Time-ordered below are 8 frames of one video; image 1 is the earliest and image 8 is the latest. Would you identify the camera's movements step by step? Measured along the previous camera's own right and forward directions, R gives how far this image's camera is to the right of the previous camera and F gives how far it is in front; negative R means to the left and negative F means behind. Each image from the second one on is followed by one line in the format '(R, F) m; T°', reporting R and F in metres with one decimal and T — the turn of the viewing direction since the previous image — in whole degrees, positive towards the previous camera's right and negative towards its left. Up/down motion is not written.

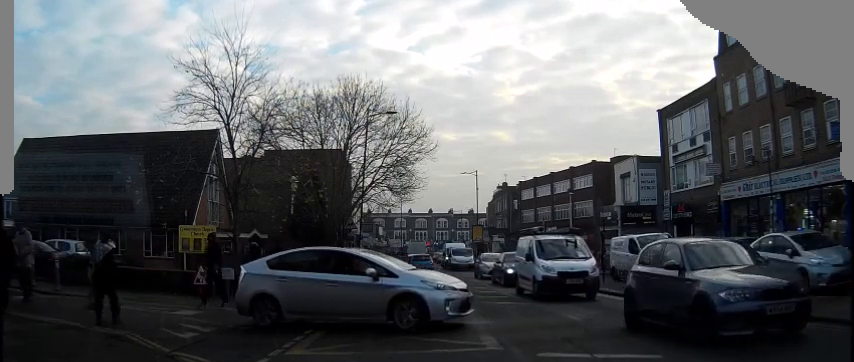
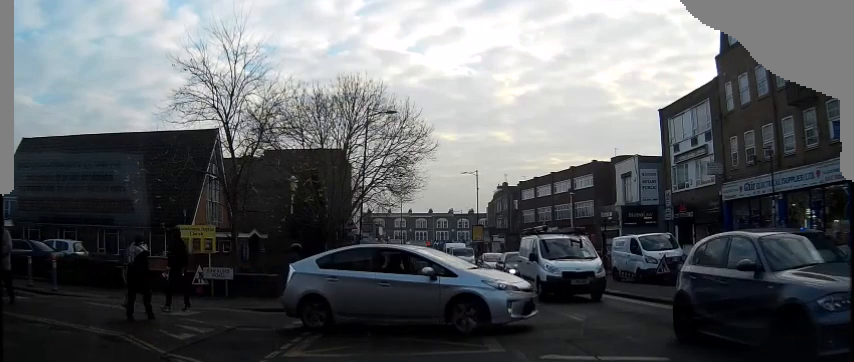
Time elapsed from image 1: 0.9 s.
(0.0, 0.0) m; 0°
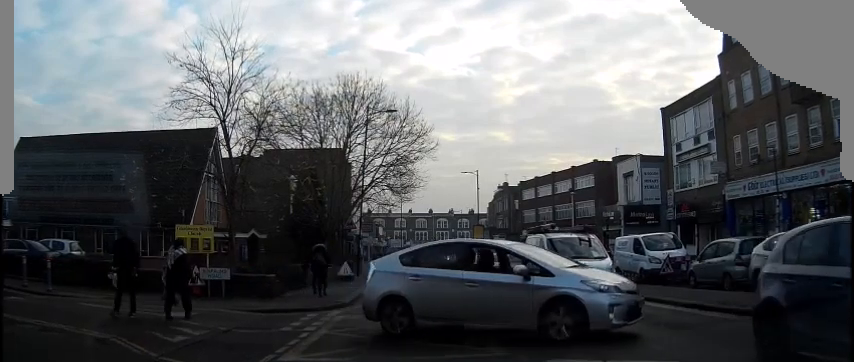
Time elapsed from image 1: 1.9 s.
(0.0, 0.0) m; 0°
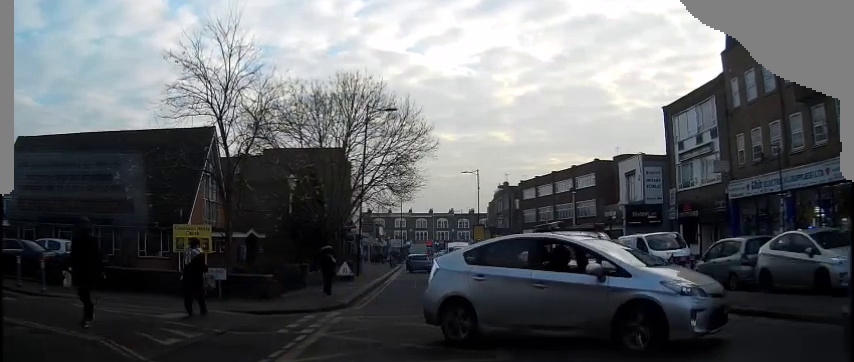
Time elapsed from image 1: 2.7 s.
(0.0, 0.0) m; 0°
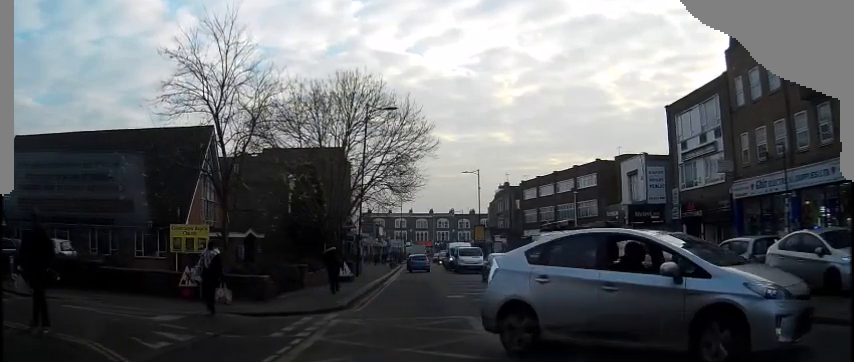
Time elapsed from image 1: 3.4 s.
(0.0, 0.0) m; 0°
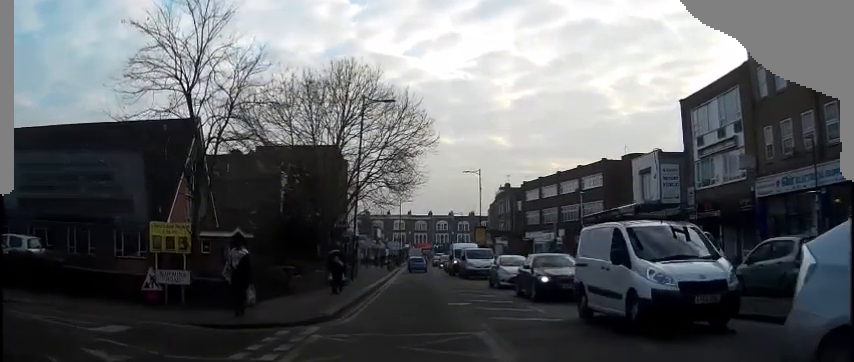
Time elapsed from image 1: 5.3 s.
(0.0, 0.0) m; 0°
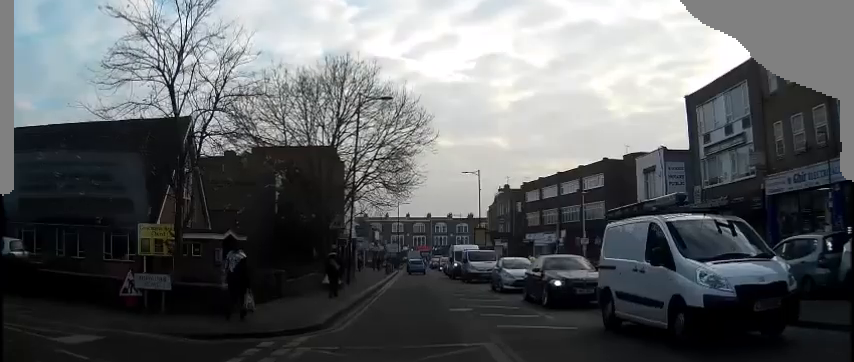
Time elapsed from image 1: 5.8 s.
(0.0, +0.2) m; -2°
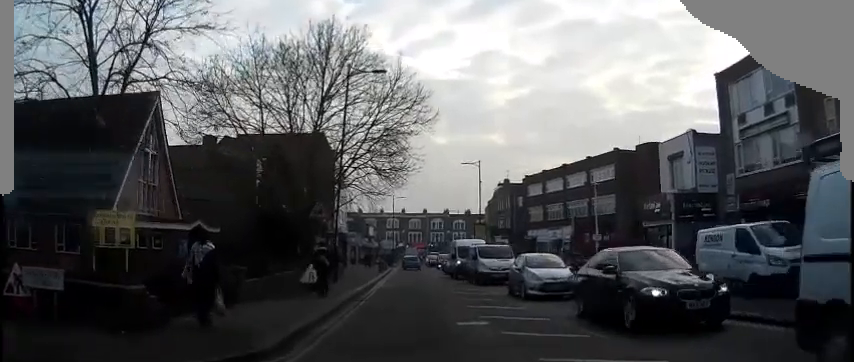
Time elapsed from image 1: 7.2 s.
(-0.2, +3.2) m; -4°
